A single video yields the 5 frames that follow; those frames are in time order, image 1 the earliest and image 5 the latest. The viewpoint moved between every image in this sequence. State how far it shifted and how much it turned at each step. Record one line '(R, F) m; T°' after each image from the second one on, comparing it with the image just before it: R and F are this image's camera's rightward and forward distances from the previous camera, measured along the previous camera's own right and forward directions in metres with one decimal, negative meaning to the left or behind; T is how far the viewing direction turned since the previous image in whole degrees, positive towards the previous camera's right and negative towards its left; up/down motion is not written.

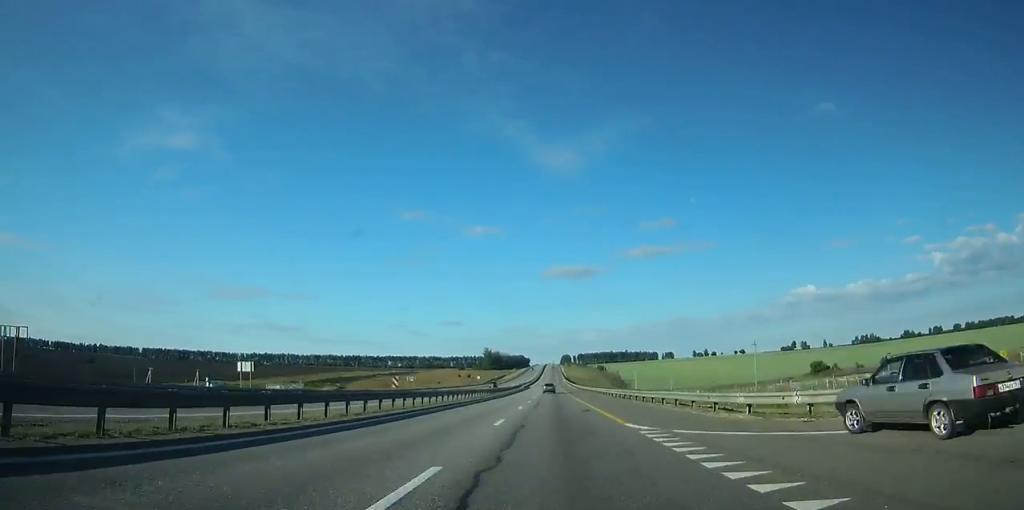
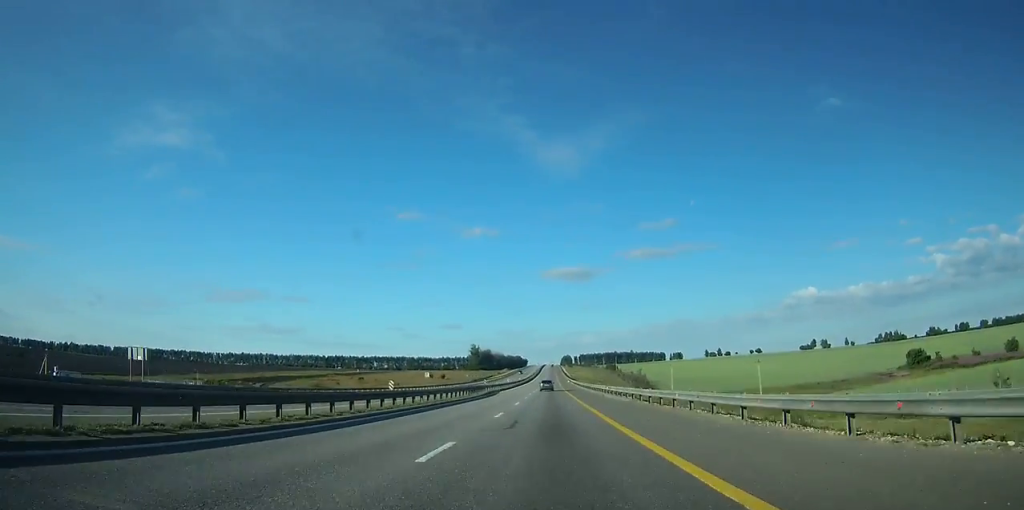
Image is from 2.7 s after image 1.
(0.0, +81.9) m; 0°
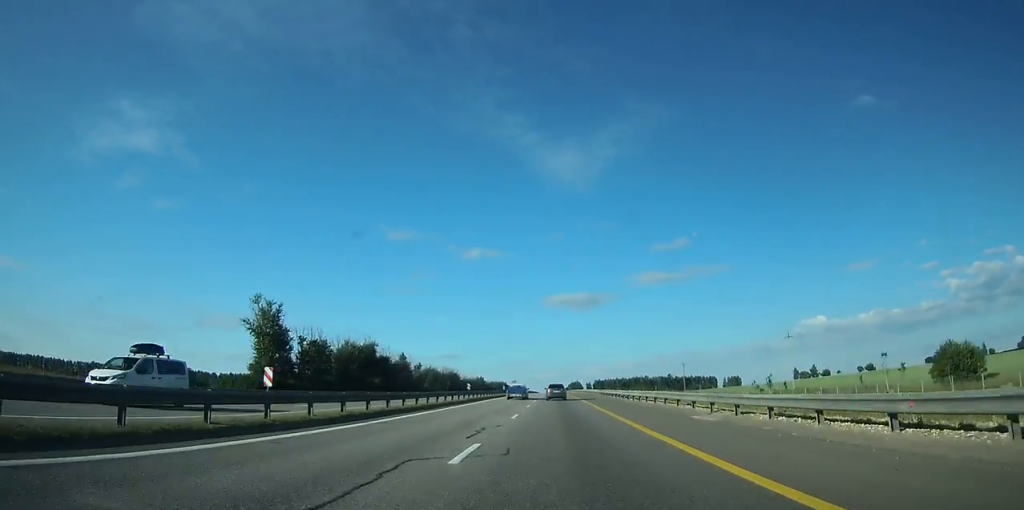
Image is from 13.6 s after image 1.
(+0.6, +322.3) m; 0°
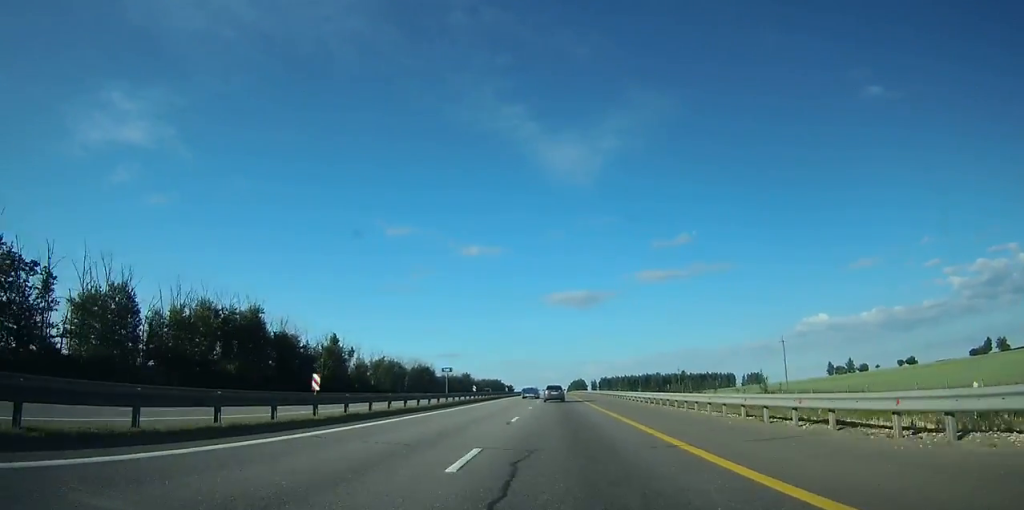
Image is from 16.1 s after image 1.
(0.0, +69.6) m; 0°
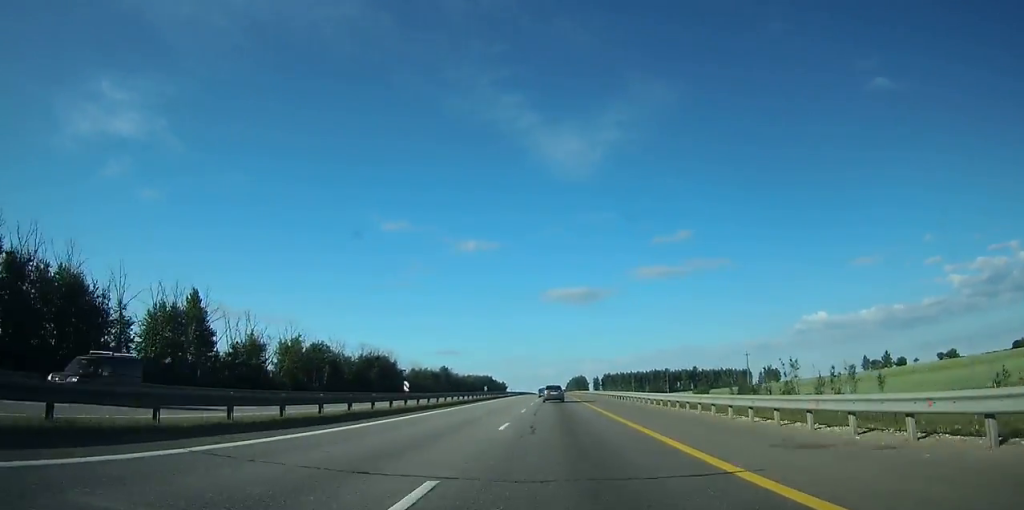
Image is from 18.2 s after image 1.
(0.0, +60.8) m; 0°
